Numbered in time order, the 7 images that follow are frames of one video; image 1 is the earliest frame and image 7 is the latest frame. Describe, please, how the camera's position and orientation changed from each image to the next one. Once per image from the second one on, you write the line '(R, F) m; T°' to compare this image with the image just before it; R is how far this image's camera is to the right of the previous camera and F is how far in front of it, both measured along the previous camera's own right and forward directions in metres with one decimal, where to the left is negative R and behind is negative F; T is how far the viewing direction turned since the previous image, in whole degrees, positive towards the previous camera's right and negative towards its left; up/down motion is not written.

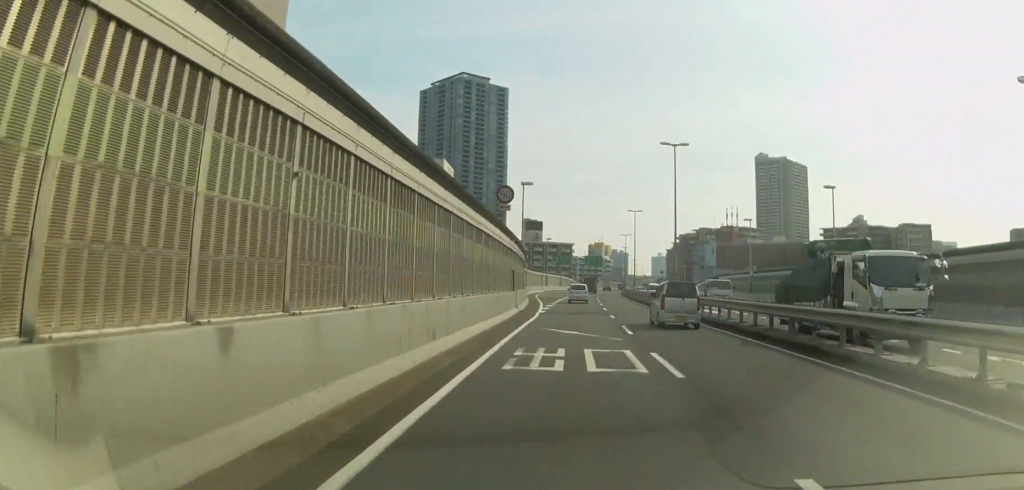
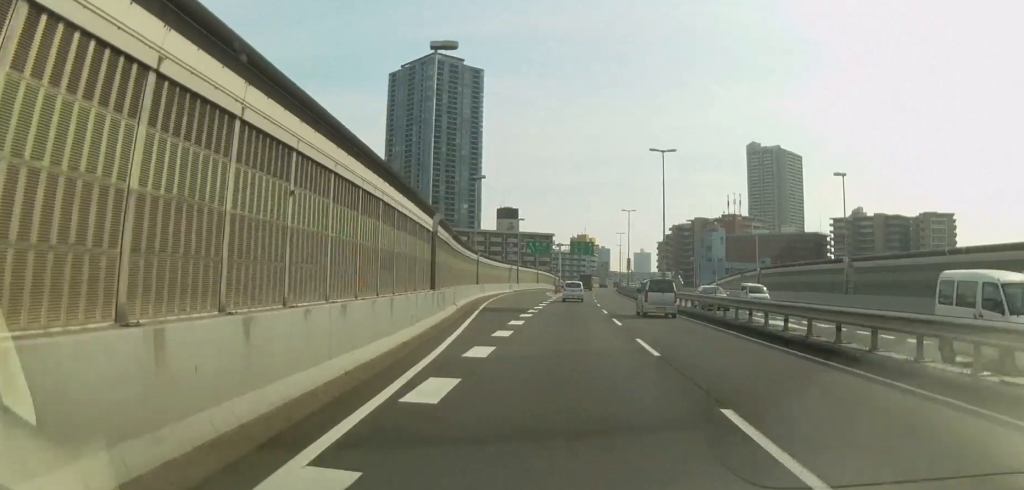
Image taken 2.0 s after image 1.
(0.0, +37.2) m; 0°
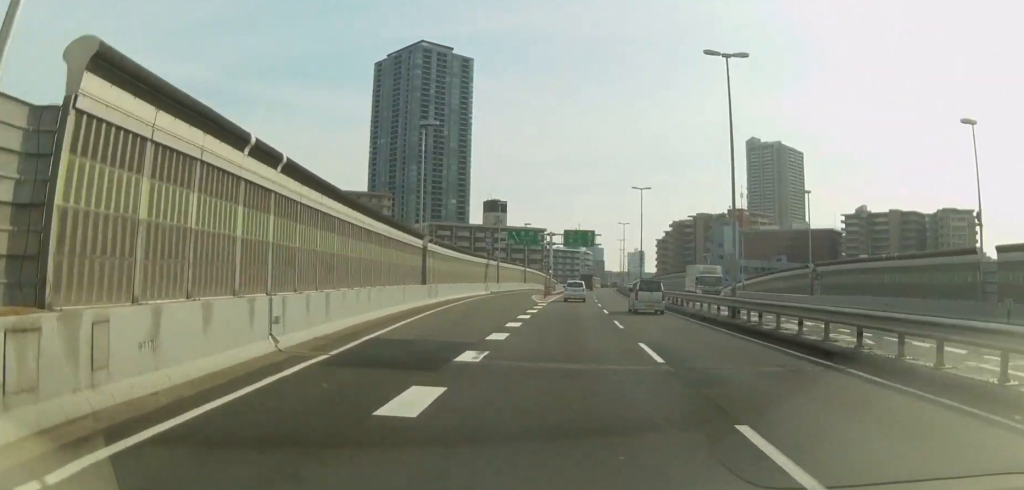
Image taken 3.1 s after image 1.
(+0.7, +20.8) m; +2°
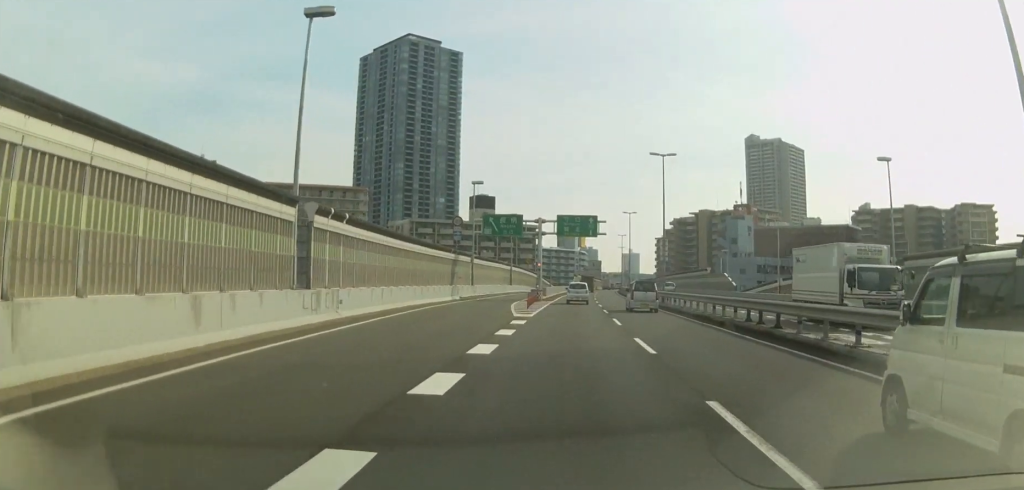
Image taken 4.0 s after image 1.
(+0.1, +18.3) m; +1°
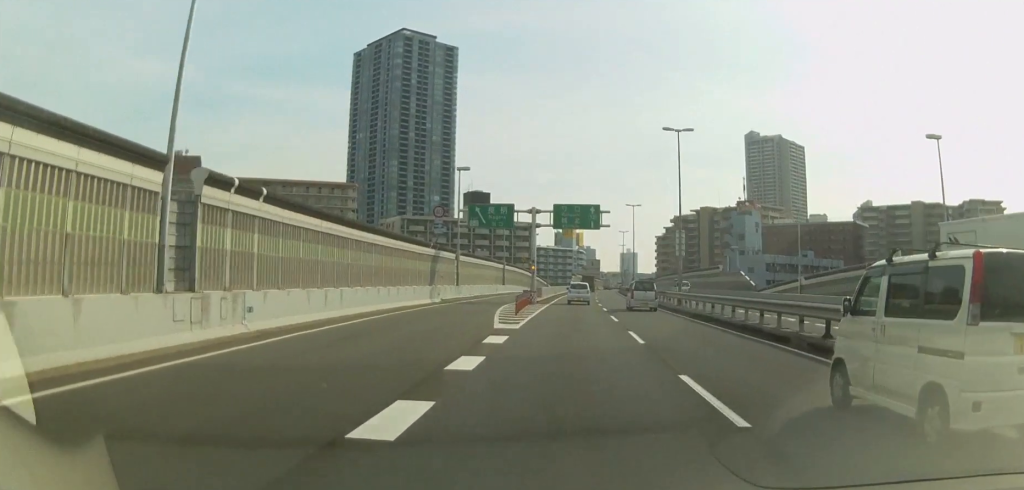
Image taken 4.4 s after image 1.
(+0.1, +7.6) m; 0°
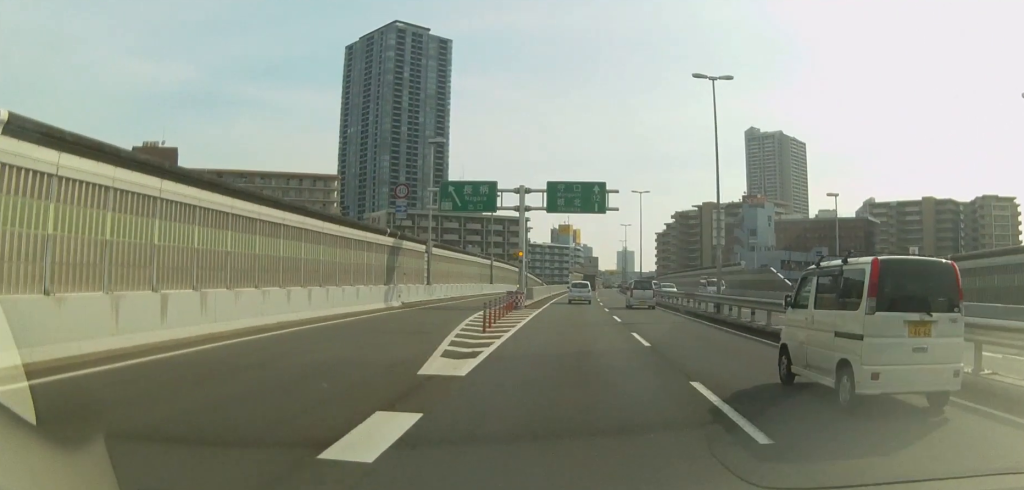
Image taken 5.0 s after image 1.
(+0.1, +10.8) m; 0°
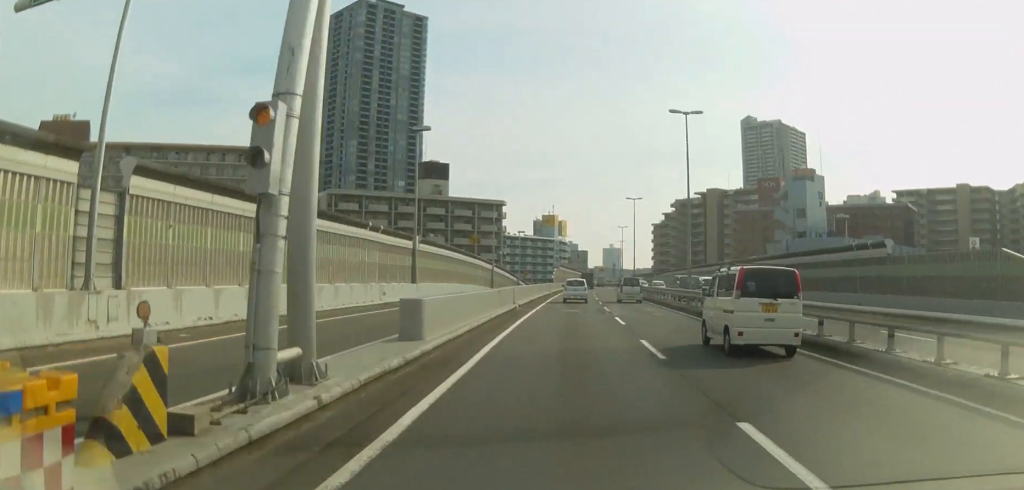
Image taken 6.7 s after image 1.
(0.0, +32.9) m; 0°
